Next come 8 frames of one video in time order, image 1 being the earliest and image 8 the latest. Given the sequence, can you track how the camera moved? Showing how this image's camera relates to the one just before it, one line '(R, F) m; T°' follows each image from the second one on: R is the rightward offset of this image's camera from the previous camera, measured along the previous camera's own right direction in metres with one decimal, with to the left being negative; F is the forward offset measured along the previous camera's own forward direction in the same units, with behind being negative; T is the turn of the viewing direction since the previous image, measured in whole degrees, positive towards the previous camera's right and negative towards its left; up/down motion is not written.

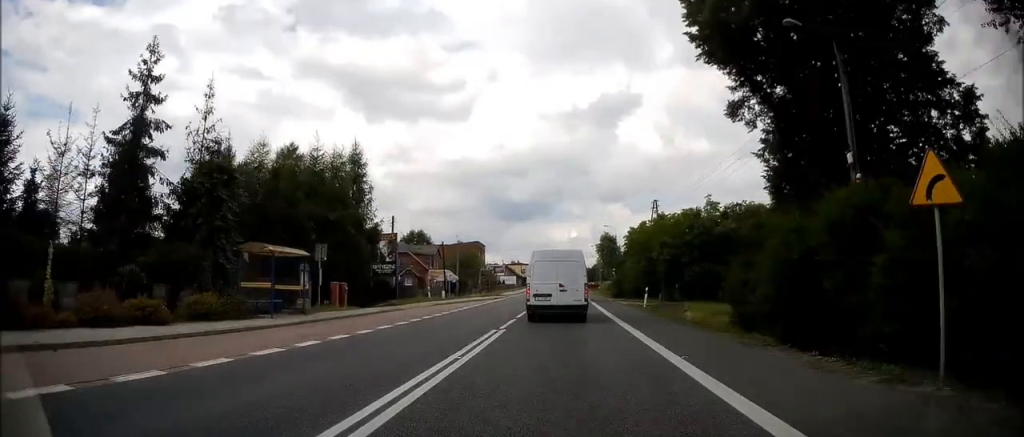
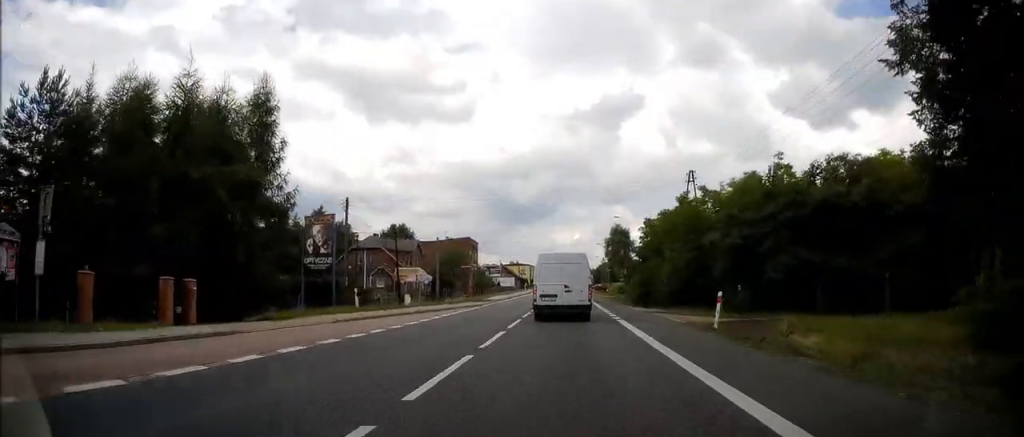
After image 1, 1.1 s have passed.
(+0.2, +16.7) m; 0°
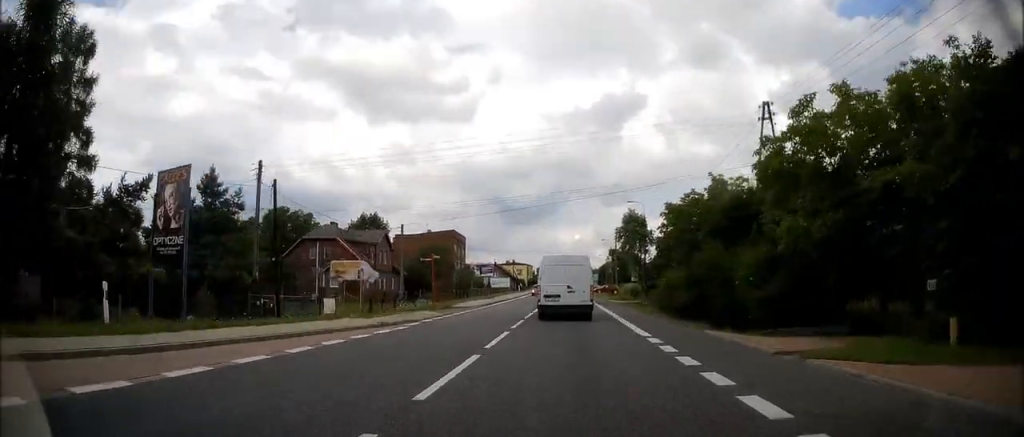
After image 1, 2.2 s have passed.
(-0.2, +17.3) m; -1°
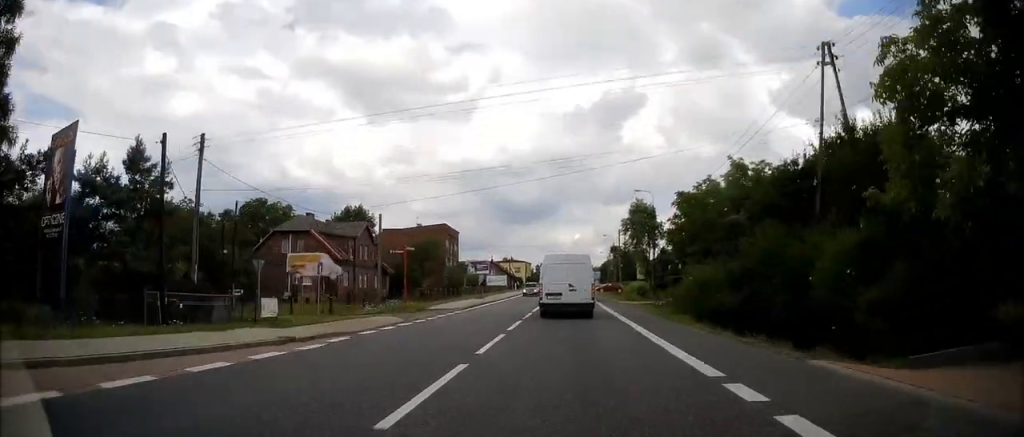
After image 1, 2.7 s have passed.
(-0.1, +7.2) m; 0°
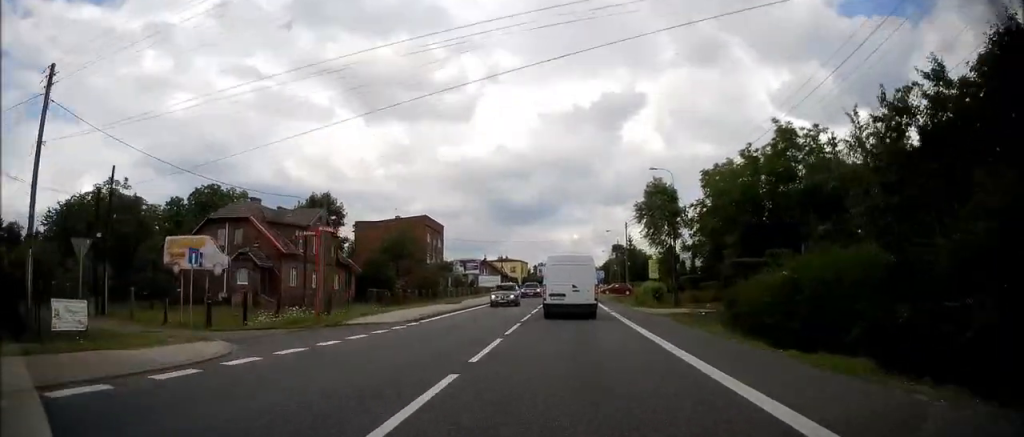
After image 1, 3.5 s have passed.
(+0.1, +12.5) m; +1°
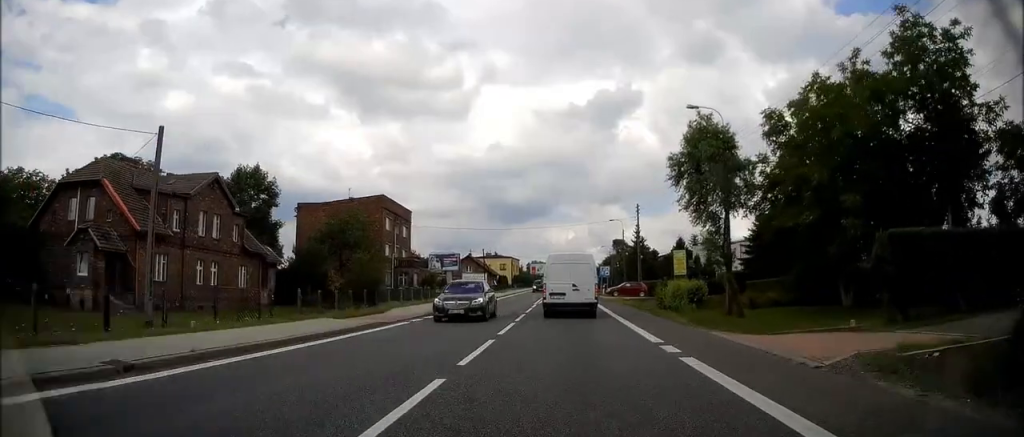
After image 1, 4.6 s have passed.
(+0.1, +17.9) m; +1°
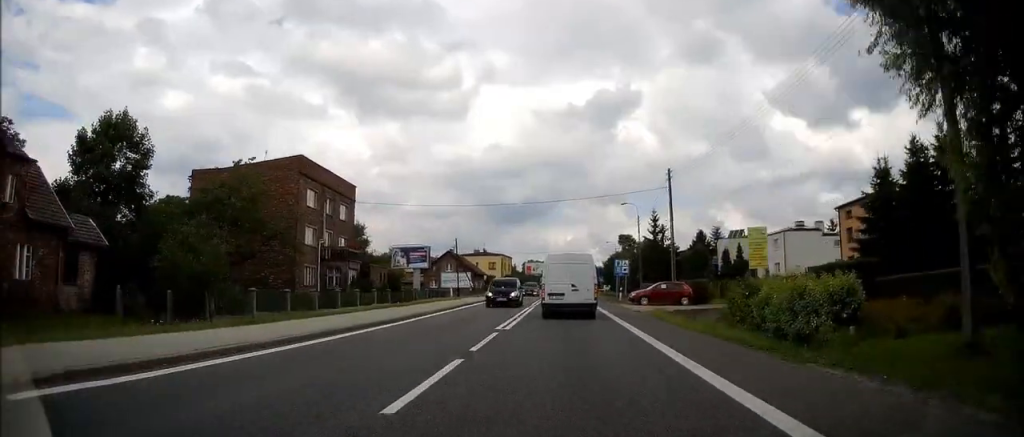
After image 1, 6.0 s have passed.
(+0.2, +21.5) m; 0°
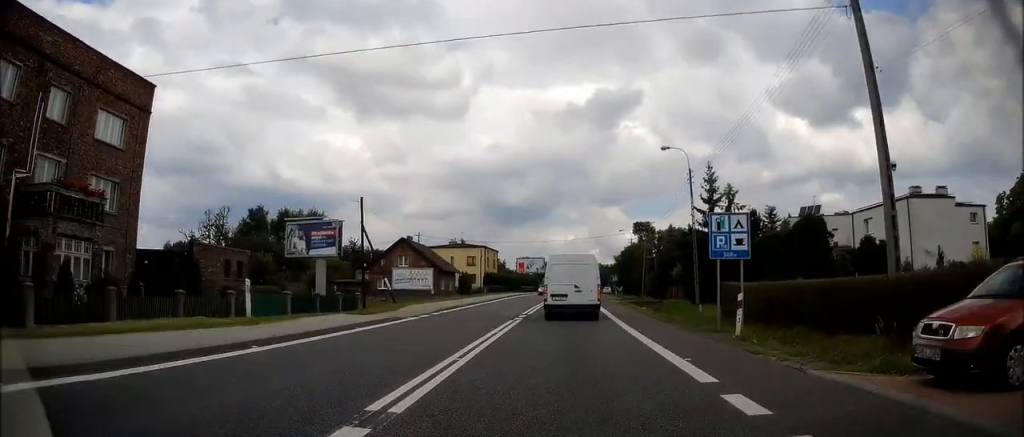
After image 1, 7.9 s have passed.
(-0.2, +31.2) m; 0°
